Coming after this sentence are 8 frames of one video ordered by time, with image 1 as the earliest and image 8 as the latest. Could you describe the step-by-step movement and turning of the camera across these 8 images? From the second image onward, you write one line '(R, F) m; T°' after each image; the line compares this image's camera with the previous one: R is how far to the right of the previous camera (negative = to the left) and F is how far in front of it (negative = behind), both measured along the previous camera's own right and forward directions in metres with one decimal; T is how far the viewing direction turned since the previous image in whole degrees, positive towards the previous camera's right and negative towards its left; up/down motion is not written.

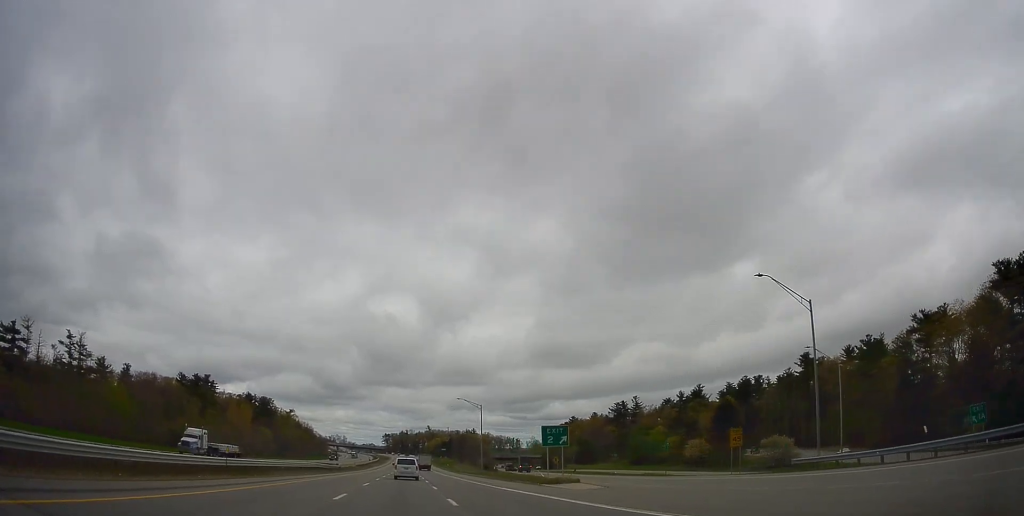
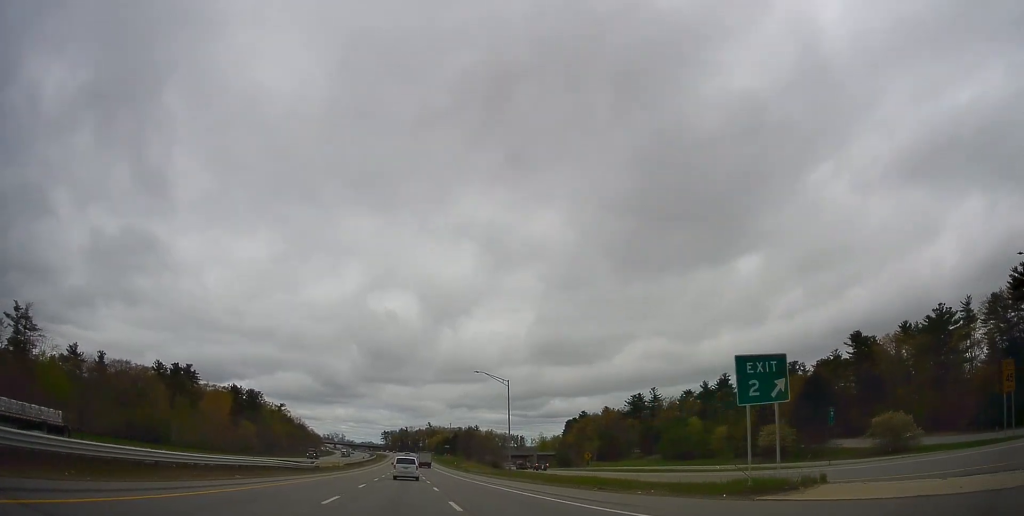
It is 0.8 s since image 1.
(-0.3, +26.2) m; -1°
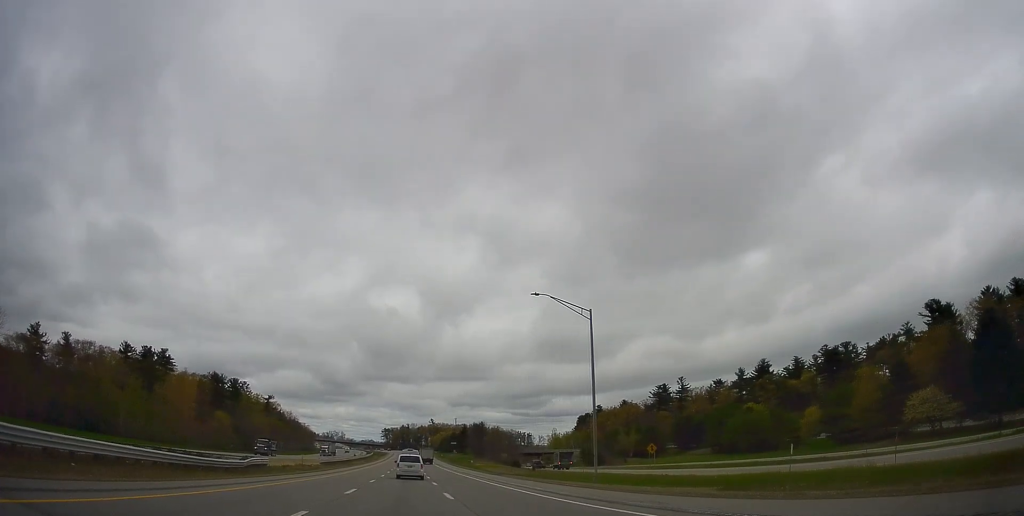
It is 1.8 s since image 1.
(-0.2, +31.2) m; 0°
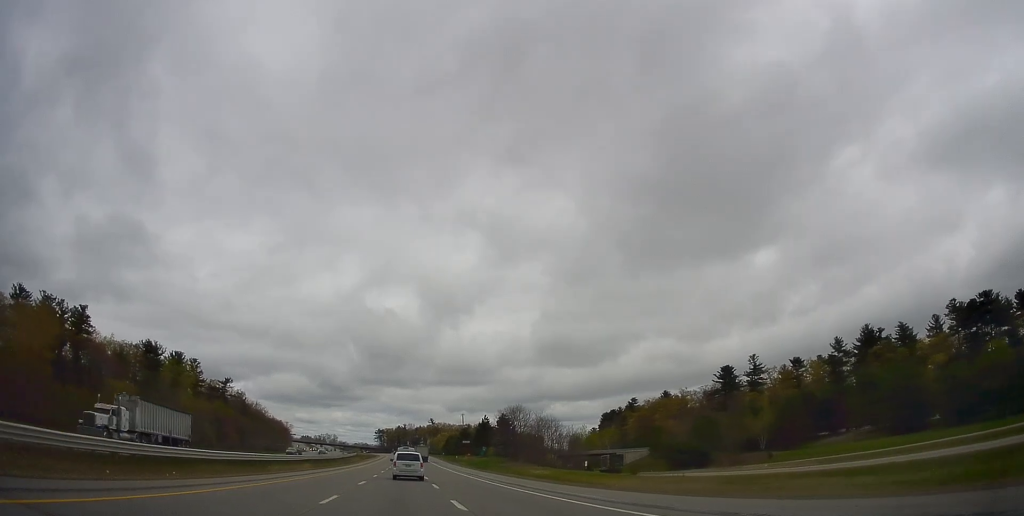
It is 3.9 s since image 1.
(+0.7, +65.6) m; +1°
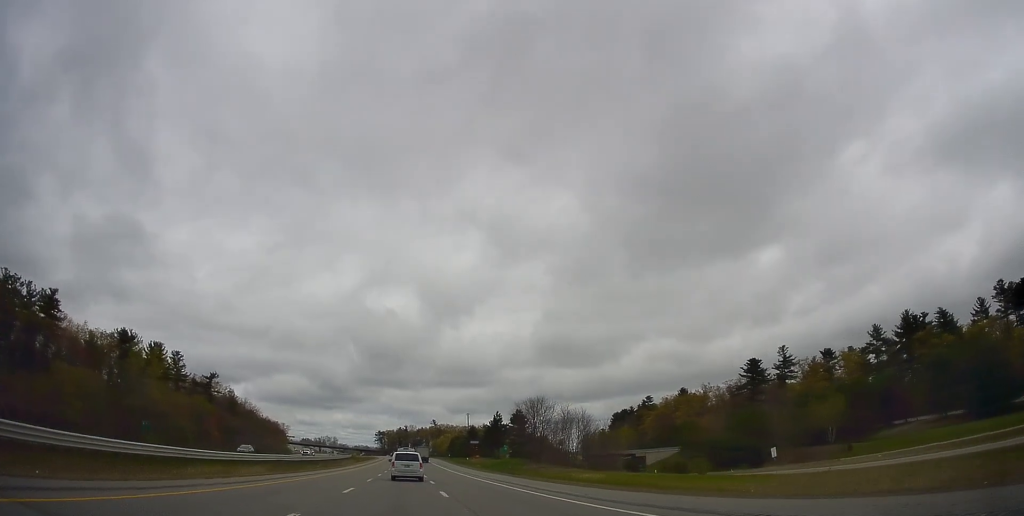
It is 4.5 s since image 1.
(-0.1, +18.9) m; 0°
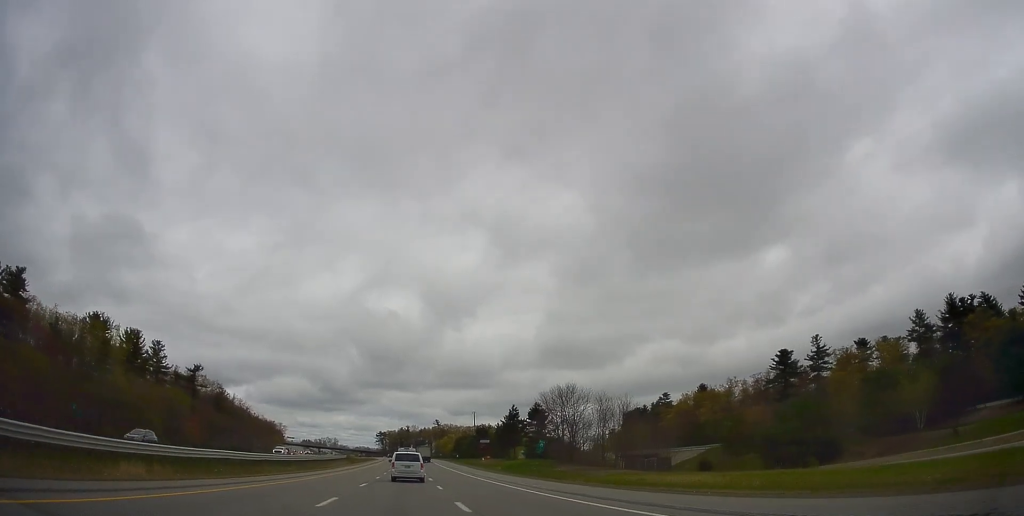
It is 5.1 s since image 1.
(0.0, +18.5) m; 0°
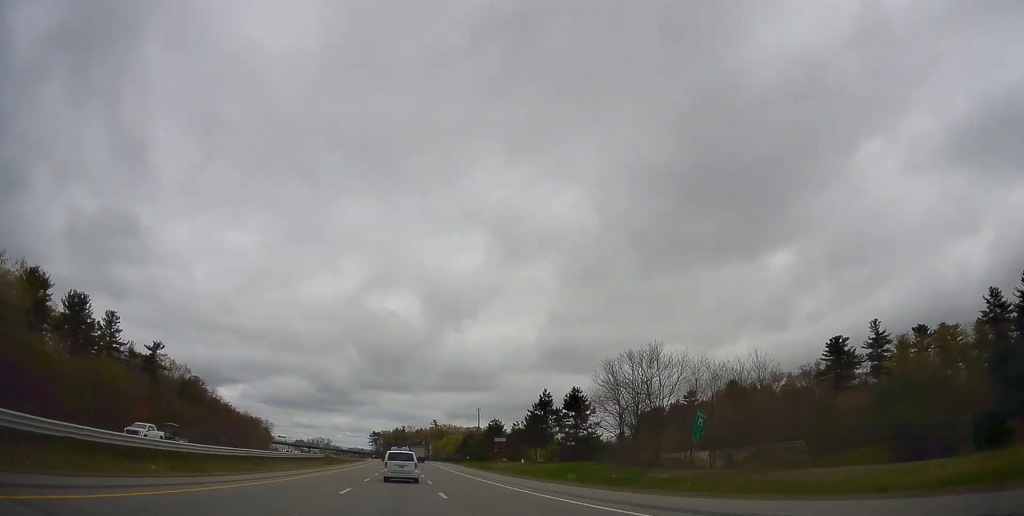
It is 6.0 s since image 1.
(0.0, +30.8) m; 0°
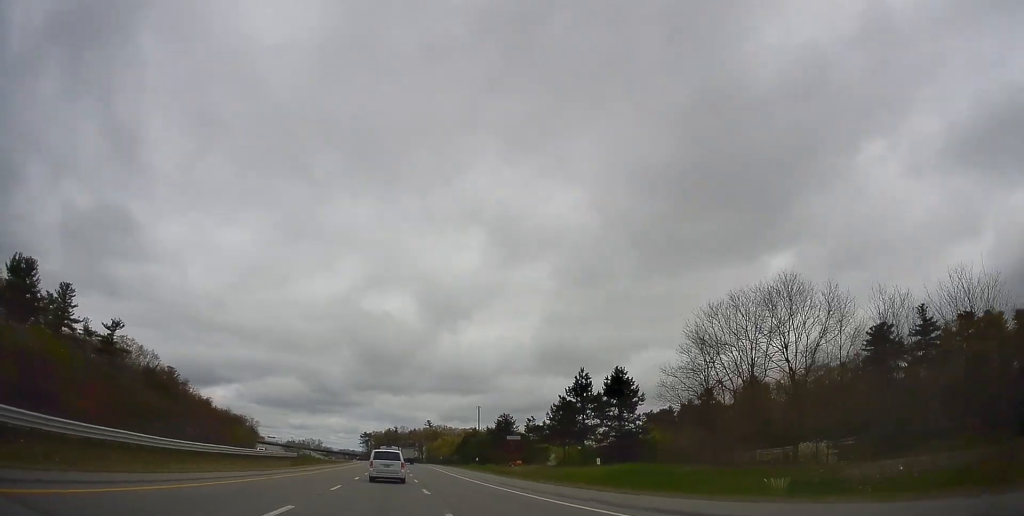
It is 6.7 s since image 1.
(0.0, +22.4) m; 0°
